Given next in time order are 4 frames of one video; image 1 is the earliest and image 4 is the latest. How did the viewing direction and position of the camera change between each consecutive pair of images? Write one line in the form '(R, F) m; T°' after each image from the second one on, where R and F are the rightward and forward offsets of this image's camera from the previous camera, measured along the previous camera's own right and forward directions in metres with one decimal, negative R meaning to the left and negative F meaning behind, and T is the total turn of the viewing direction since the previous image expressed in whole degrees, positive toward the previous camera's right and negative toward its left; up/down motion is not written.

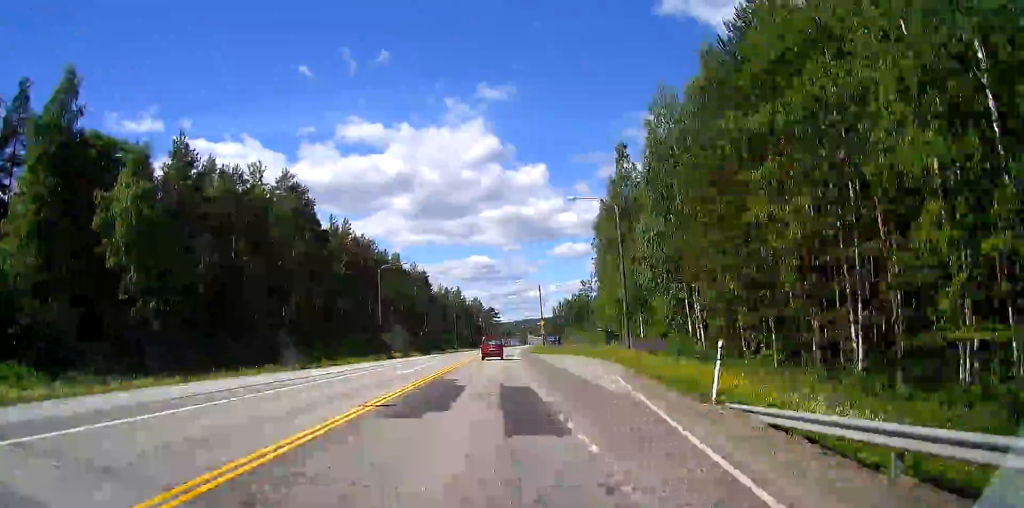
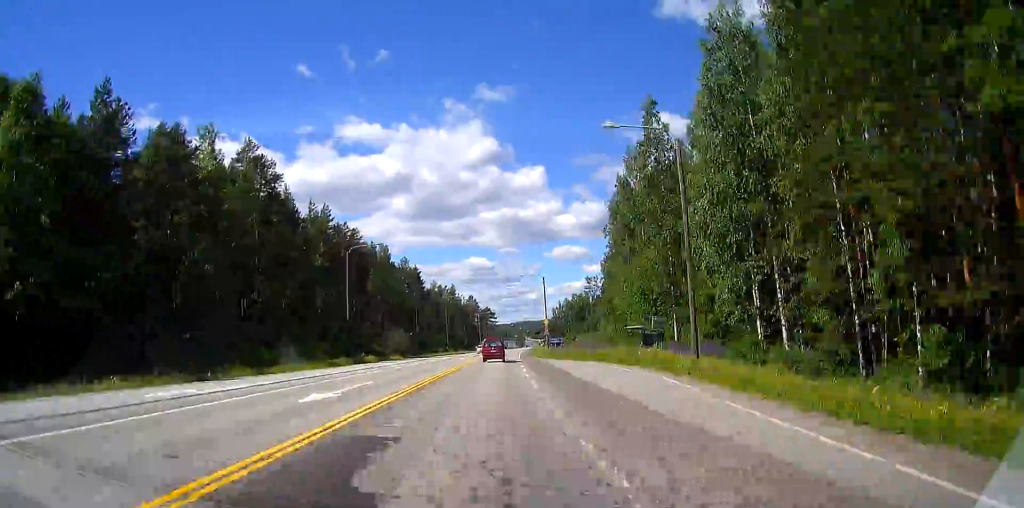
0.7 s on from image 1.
(-0.1, +13.6) m; 0°
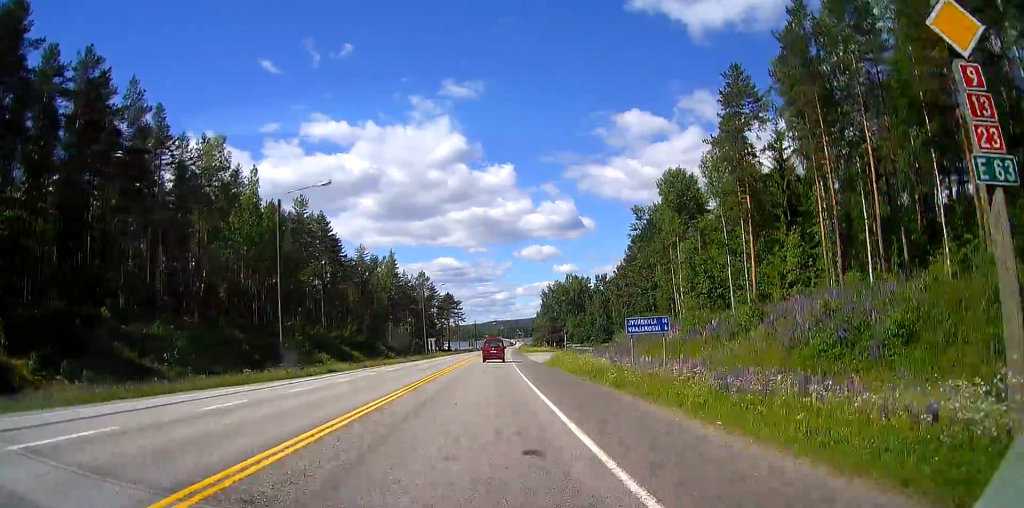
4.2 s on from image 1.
(+1.8, +75.0) m; +3°
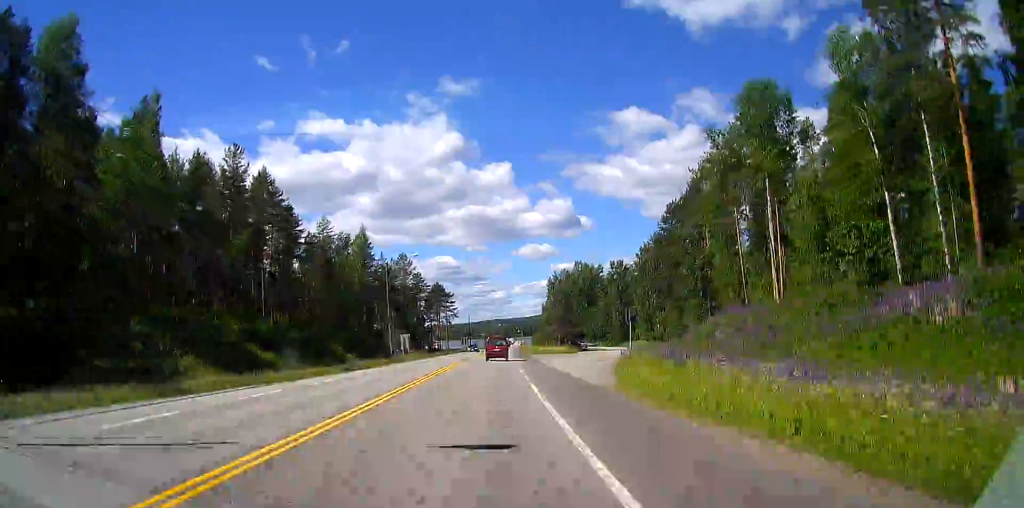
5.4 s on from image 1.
(+0.3, +27.5) m; 0°
